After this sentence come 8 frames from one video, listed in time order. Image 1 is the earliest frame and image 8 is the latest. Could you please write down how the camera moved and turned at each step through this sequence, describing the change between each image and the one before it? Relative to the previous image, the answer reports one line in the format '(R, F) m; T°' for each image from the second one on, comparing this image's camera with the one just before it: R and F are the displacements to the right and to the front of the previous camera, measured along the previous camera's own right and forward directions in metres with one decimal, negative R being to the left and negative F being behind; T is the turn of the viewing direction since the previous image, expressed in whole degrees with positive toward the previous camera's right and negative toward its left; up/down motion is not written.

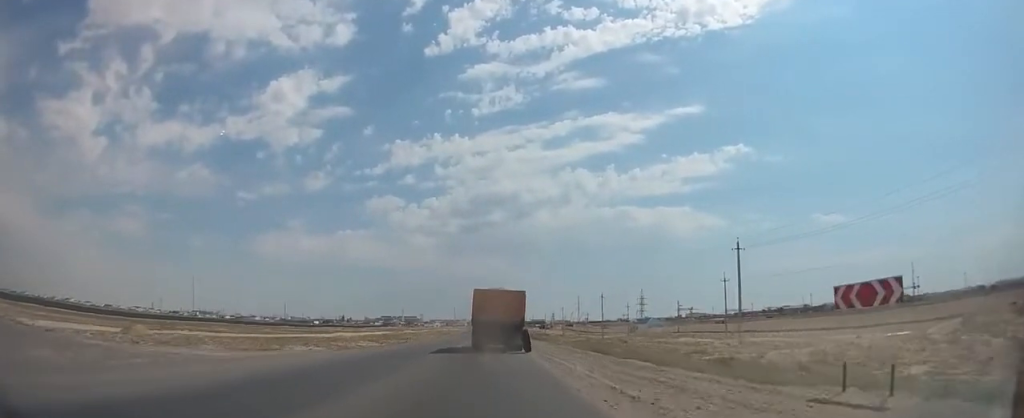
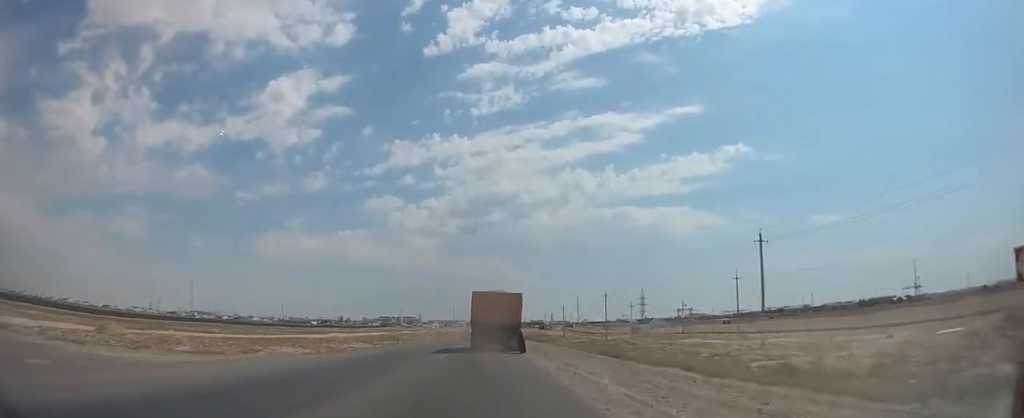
(0.0, +5.0) m; 0°
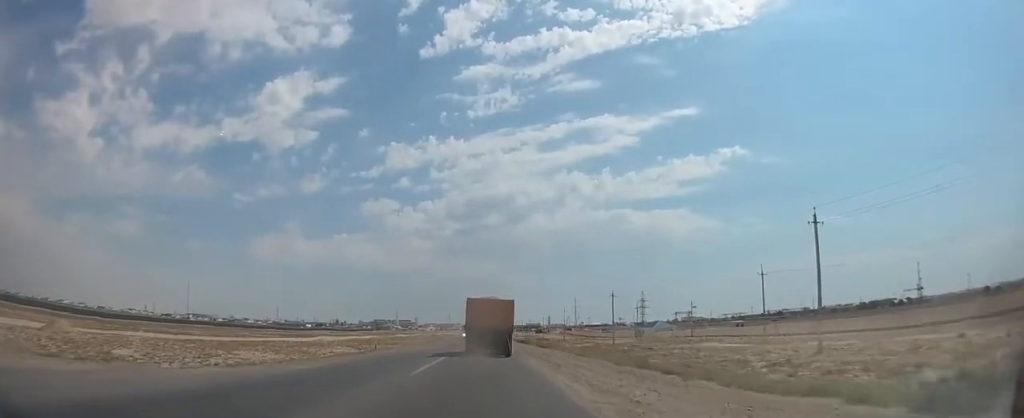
(0.0, +8.3) m; 0°
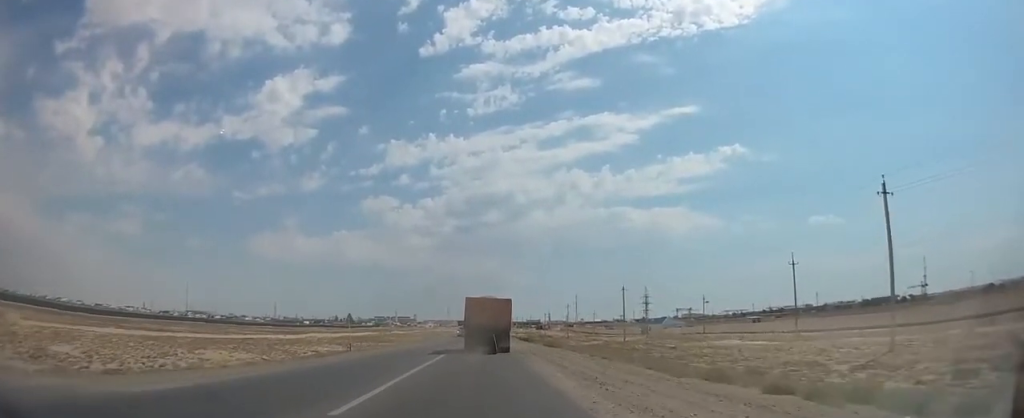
(0.0, +6.7) m; 0°
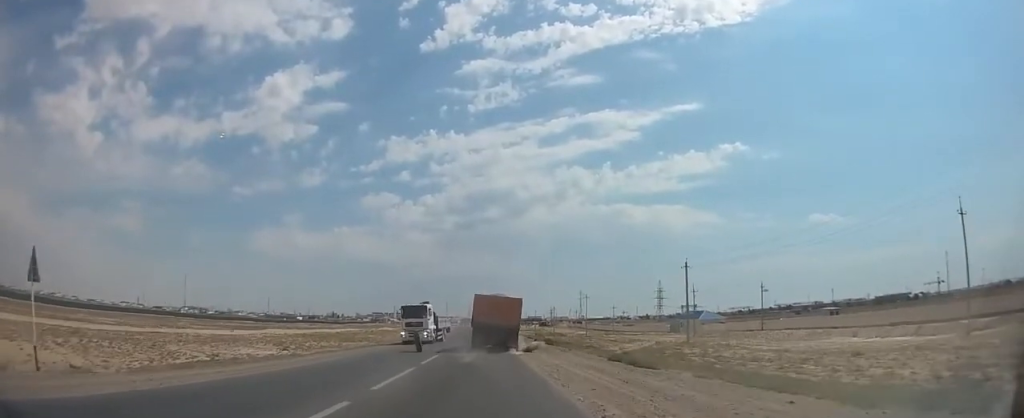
(+0.1, +25.7) m; +1°
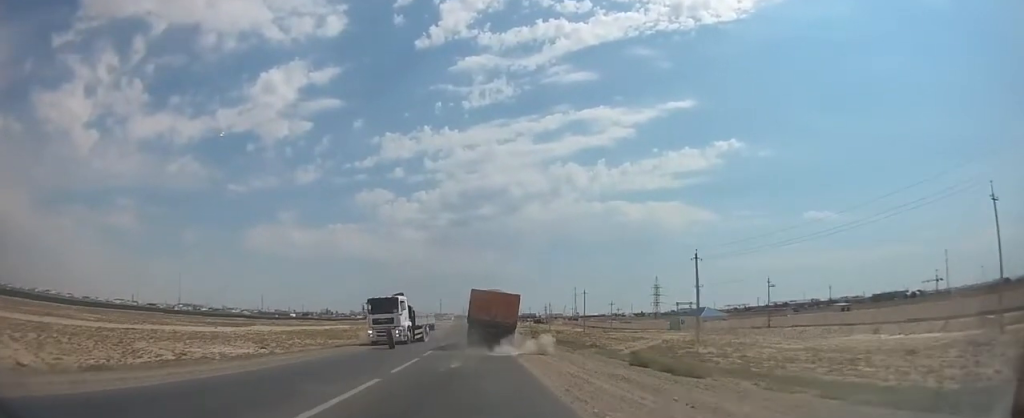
(0.0, +4.7) m; 0°
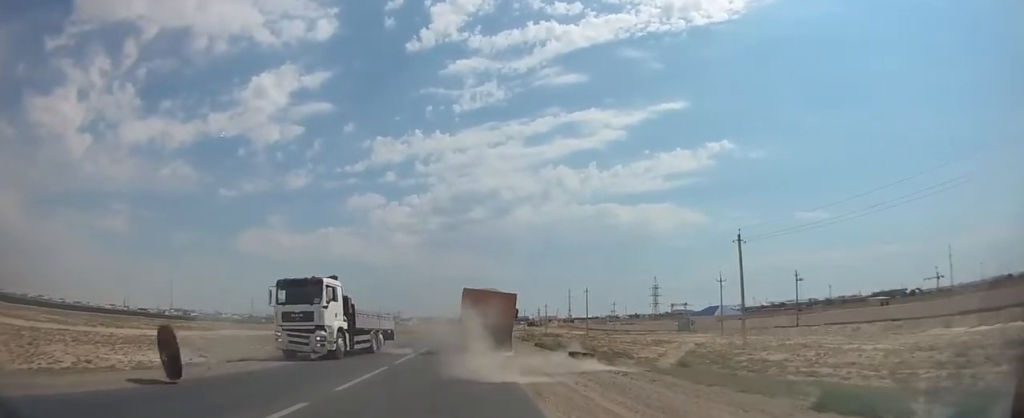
(0.0, +12.6) m; +1°
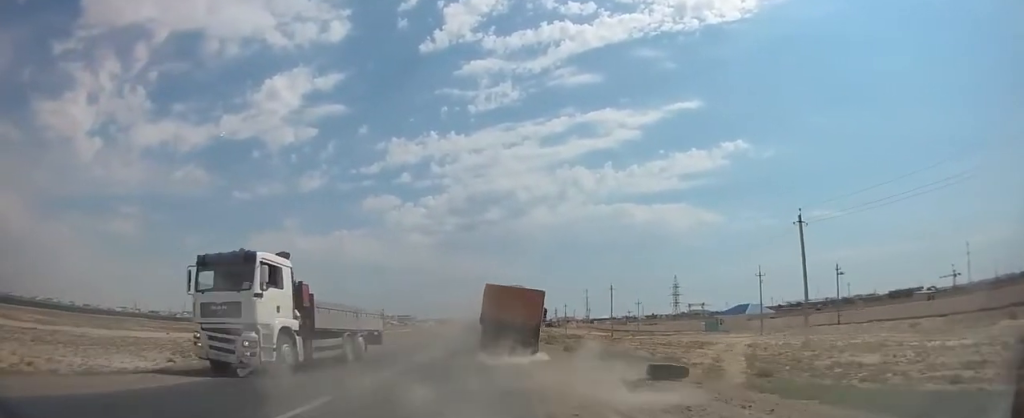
(+0.2, +8.5) m; +1°
